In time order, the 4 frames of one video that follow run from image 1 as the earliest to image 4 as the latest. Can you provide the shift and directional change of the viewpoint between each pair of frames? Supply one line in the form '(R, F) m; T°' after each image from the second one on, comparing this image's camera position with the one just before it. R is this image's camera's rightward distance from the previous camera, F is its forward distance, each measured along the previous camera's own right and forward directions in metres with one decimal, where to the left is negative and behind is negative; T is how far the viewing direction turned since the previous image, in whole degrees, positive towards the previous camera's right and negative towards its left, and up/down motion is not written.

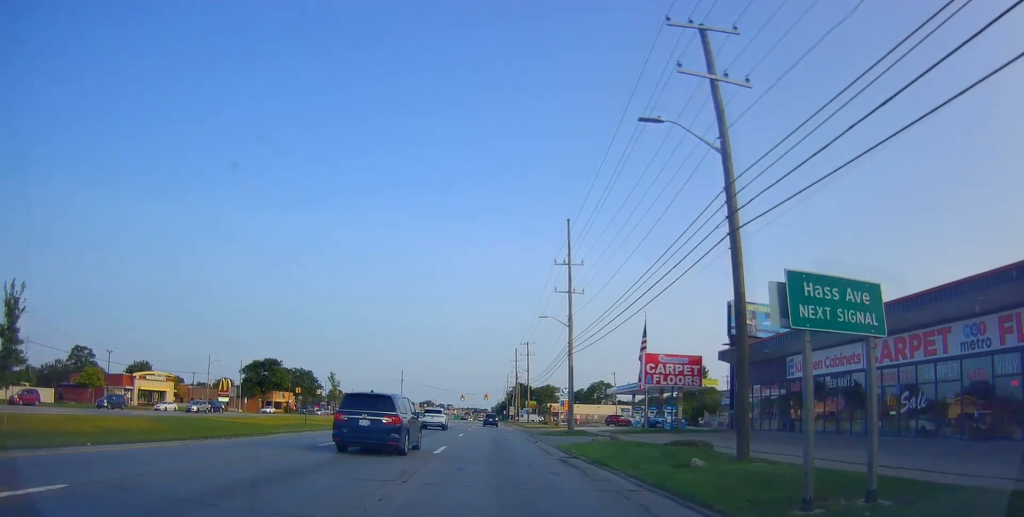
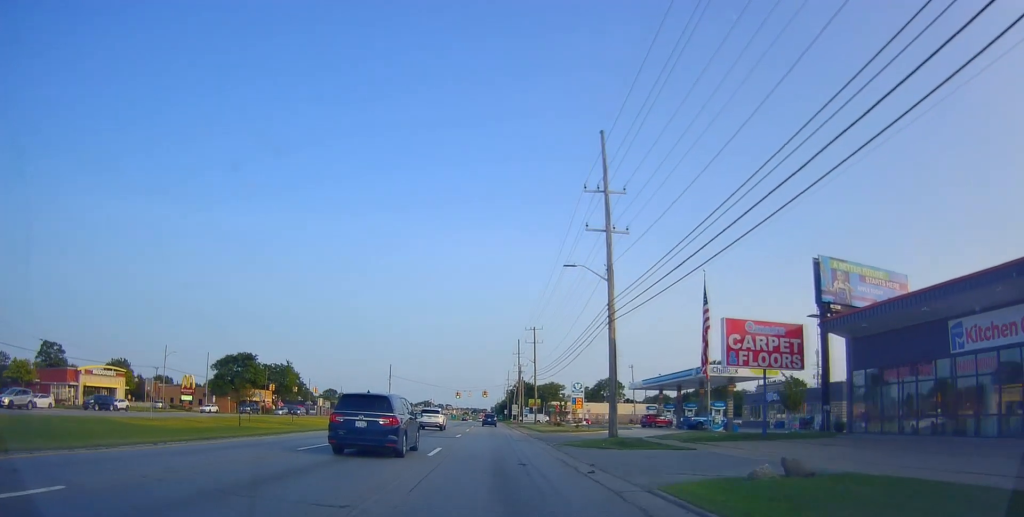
(-0.3, +16.5) m; 0°
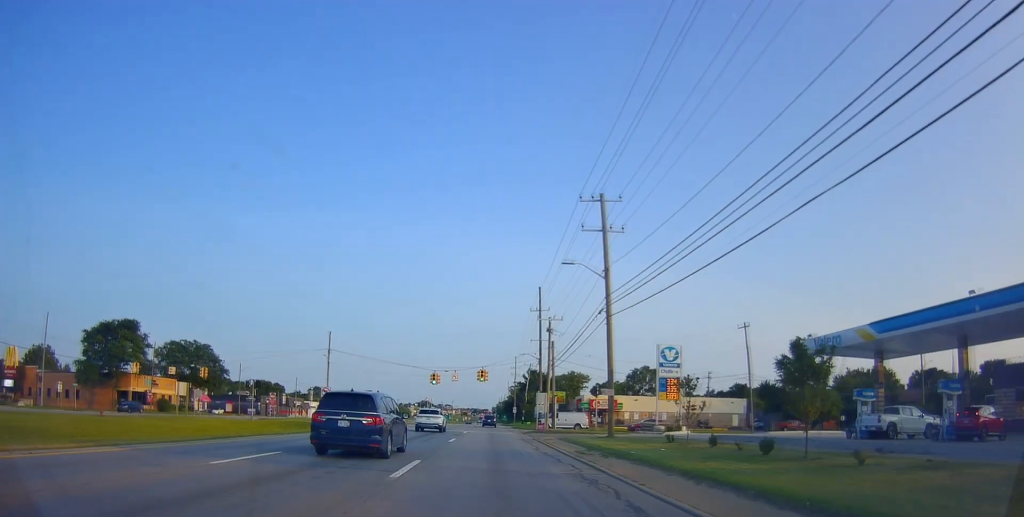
(+0.2, +50.9) m; 0°
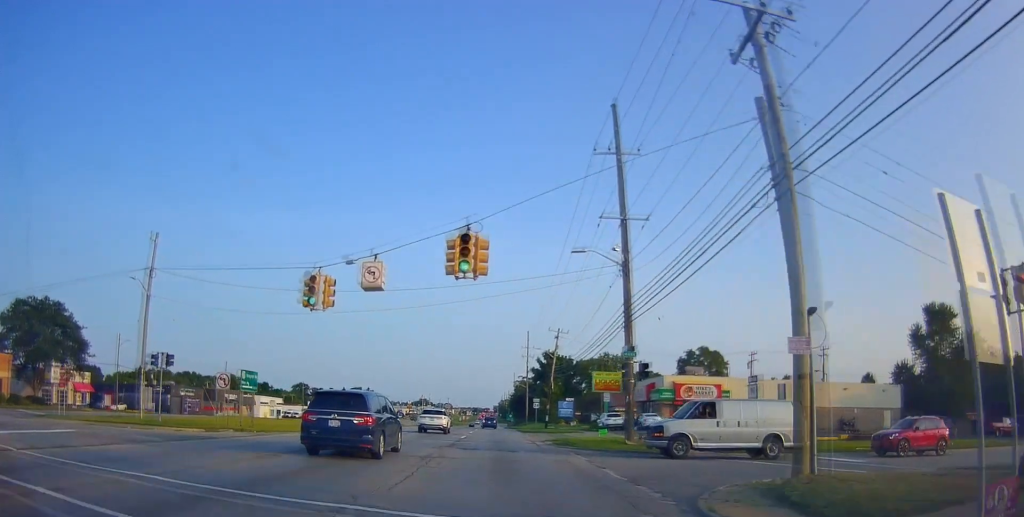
(+1.3, +46.2) m; 0°
